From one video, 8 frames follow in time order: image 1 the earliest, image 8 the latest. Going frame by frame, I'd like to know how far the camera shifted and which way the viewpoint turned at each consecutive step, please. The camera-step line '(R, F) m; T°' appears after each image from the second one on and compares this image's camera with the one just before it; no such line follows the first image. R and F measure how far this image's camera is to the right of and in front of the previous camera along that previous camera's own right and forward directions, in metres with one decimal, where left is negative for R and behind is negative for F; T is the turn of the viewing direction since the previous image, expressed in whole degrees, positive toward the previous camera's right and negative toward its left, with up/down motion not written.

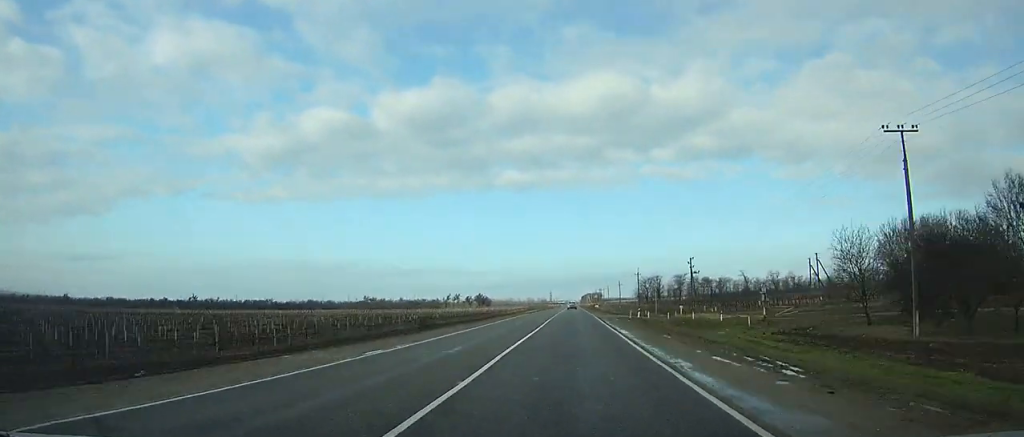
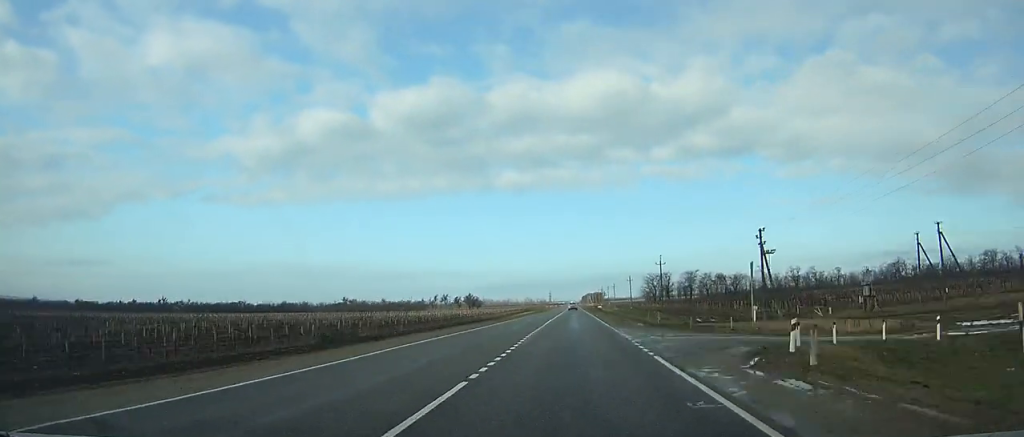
(0.0, +32.7) m; 0°
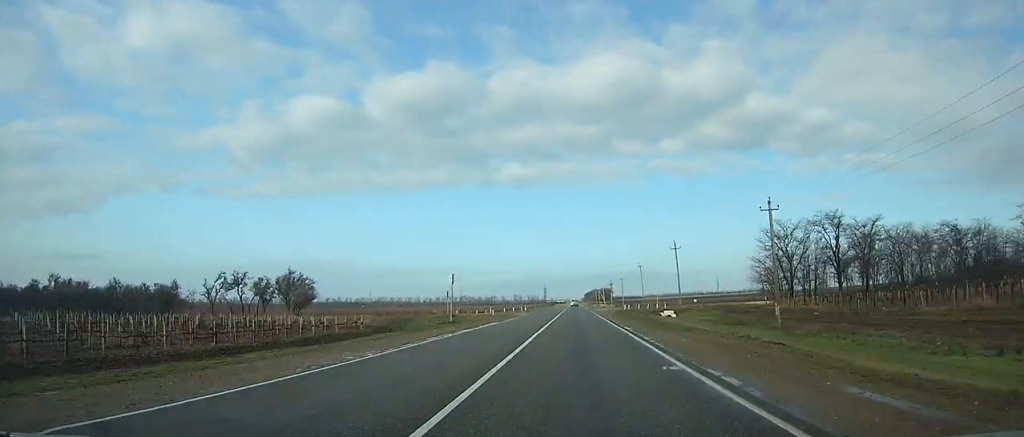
(-0.1, +194.8) m; 0°
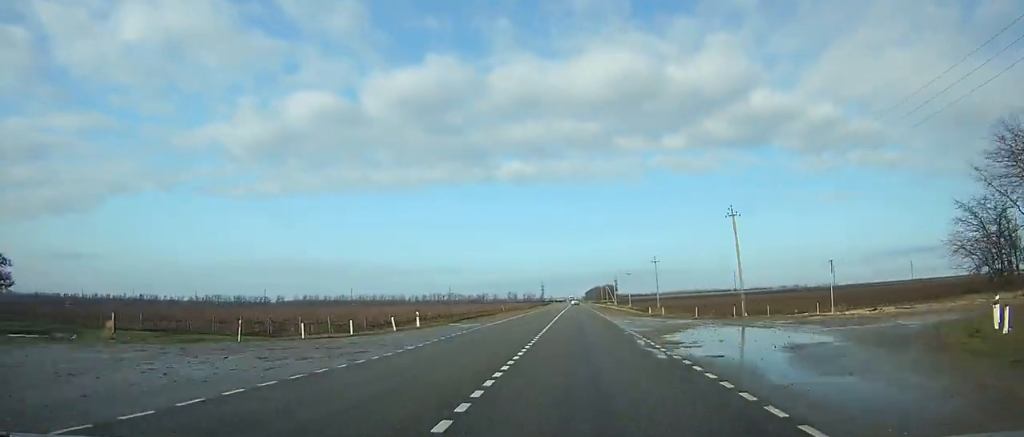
(0.0, +71.2) m; 0°
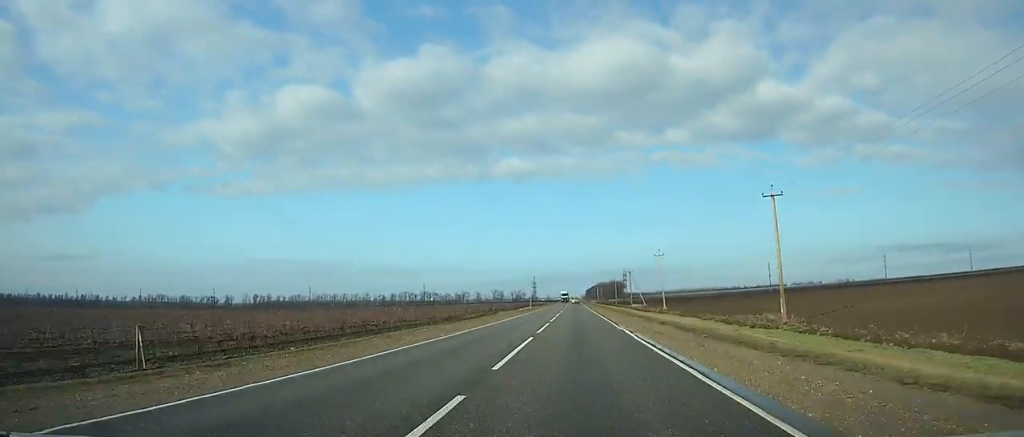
(+0.4, +114.3) m; 0°
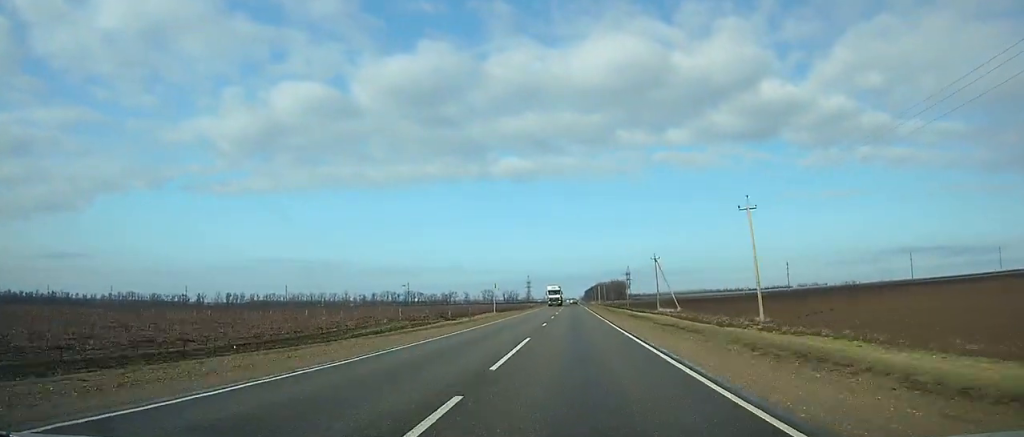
(-0.2, +48.3) m; 0°
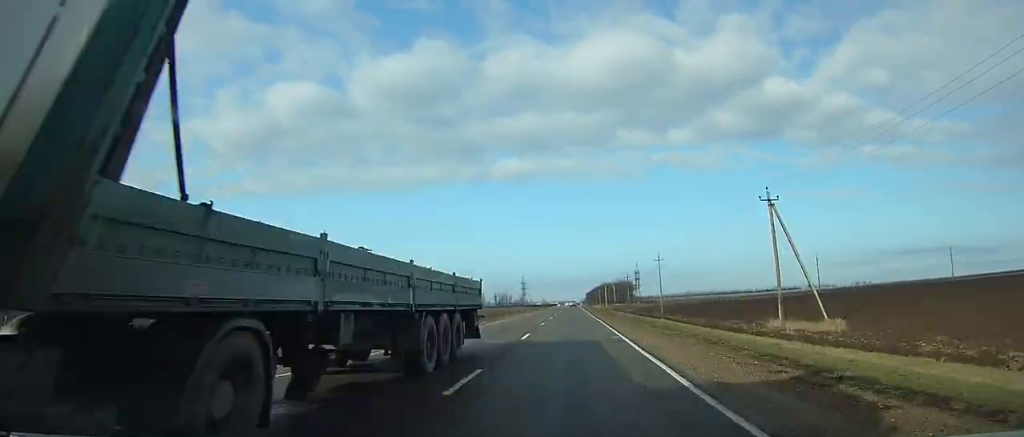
(0.0, +56.0) m; 0°
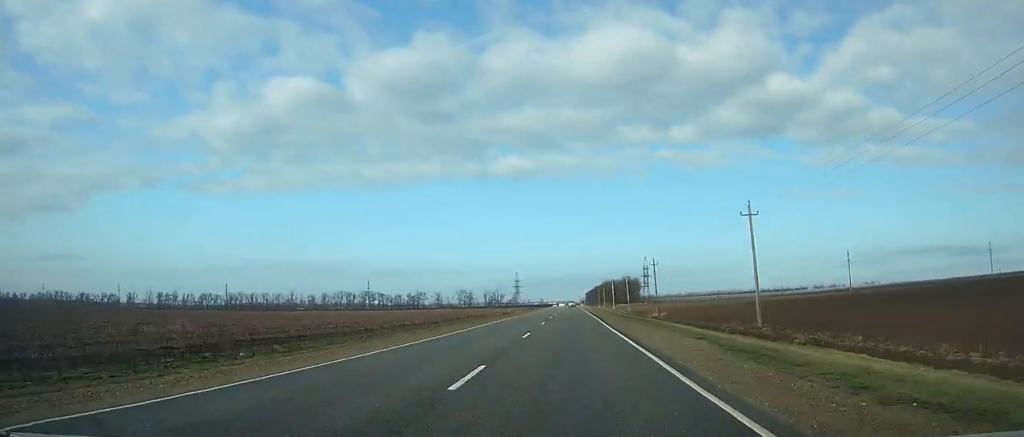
(+0.1, +48.5) m; 0°
